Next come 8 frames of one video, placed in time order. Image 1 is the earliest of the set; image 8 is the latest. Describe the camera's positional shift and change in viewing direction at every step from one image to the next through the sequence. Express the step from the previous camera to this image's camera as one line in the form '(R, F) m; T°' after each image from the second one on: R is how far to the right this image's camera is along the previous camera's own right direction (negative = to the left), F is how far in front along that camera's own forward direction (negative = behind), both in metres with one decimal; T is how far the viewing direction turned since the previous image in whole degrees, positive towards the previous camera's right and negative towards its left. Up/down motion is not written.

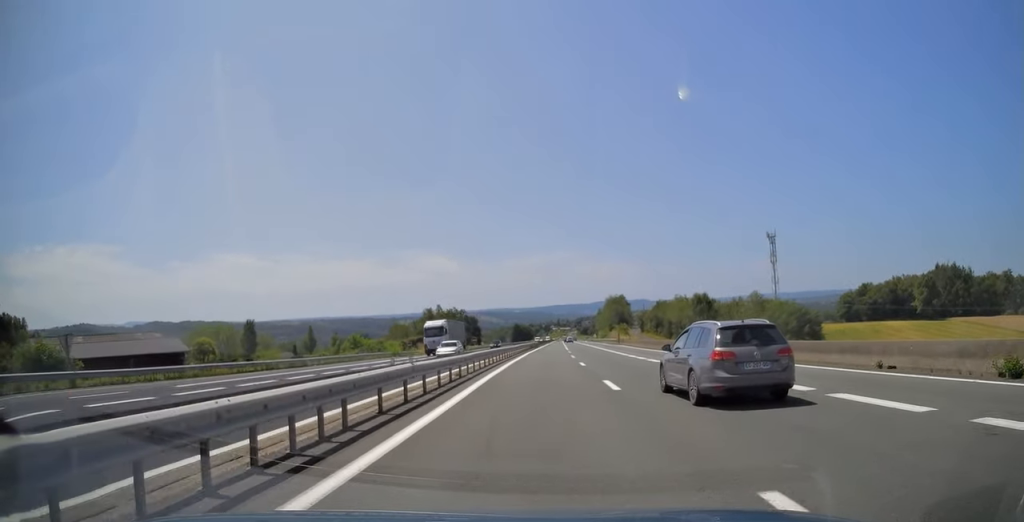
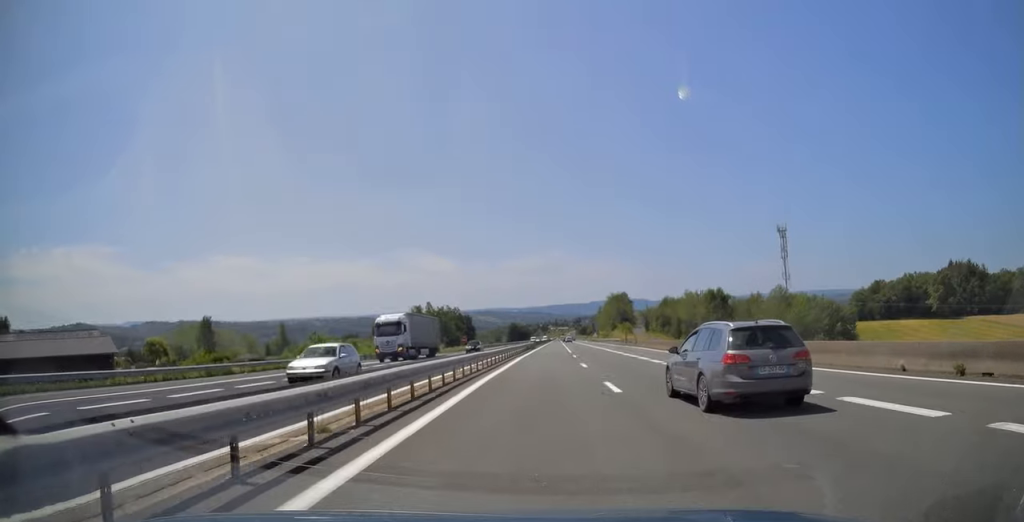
(+0.1, +13.5) m; 0°
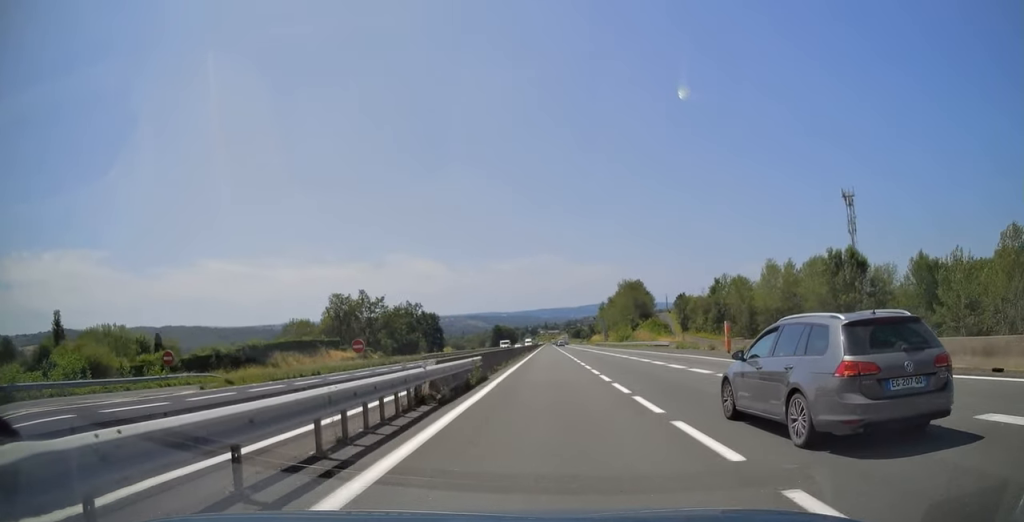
(+0.8, +60.4) m; +1°
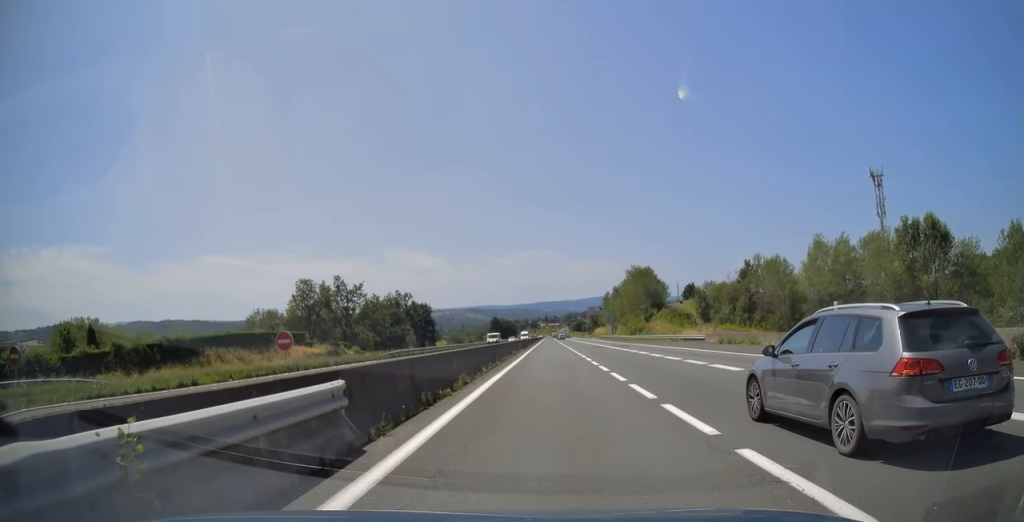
(0.0, +16.0) m; 0°
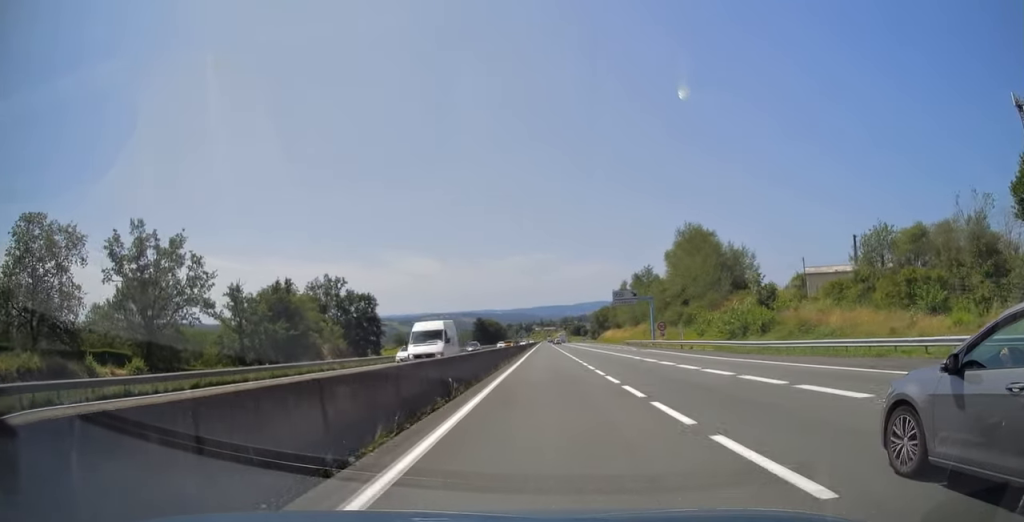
(+0.5, +60.0) m; 0°
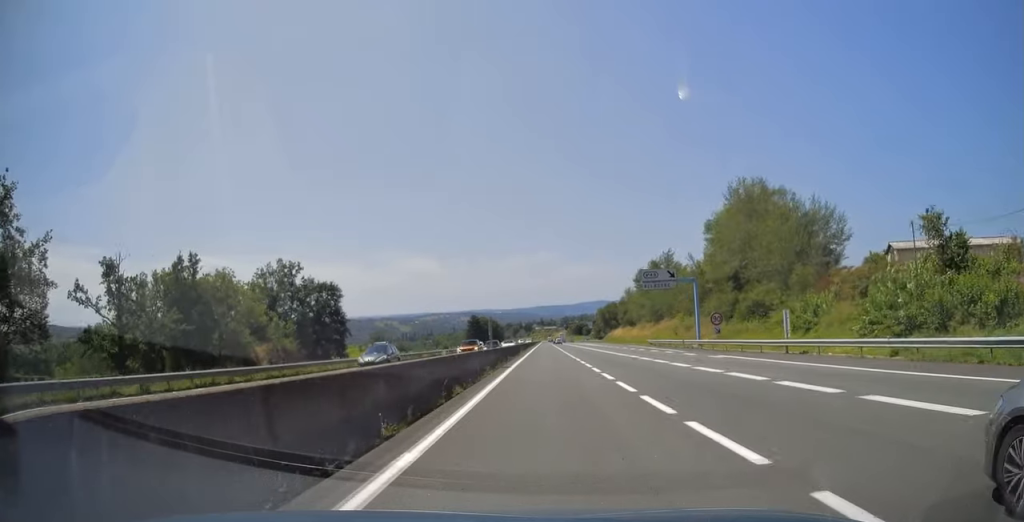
(-0.1, +24.9) m; 0°
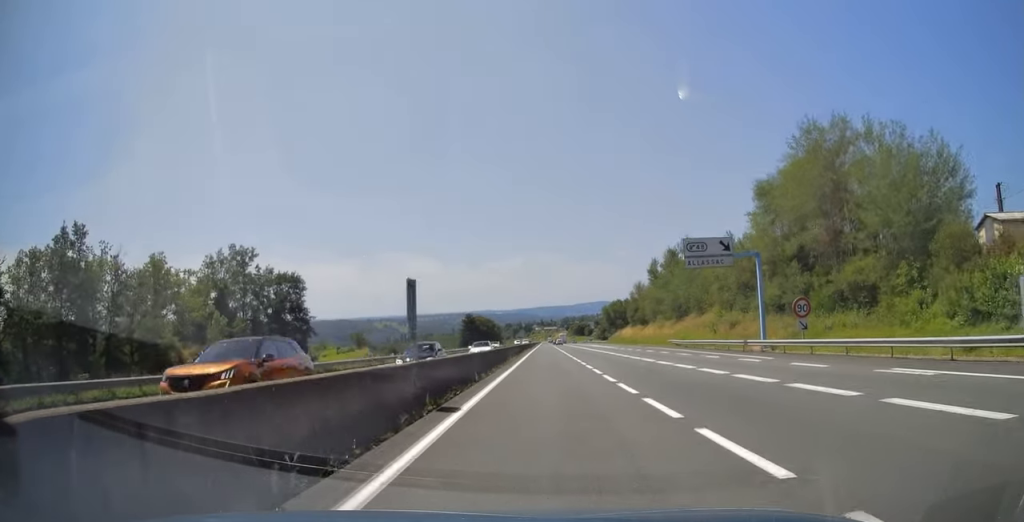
(0.0, +18.2) m; 0°
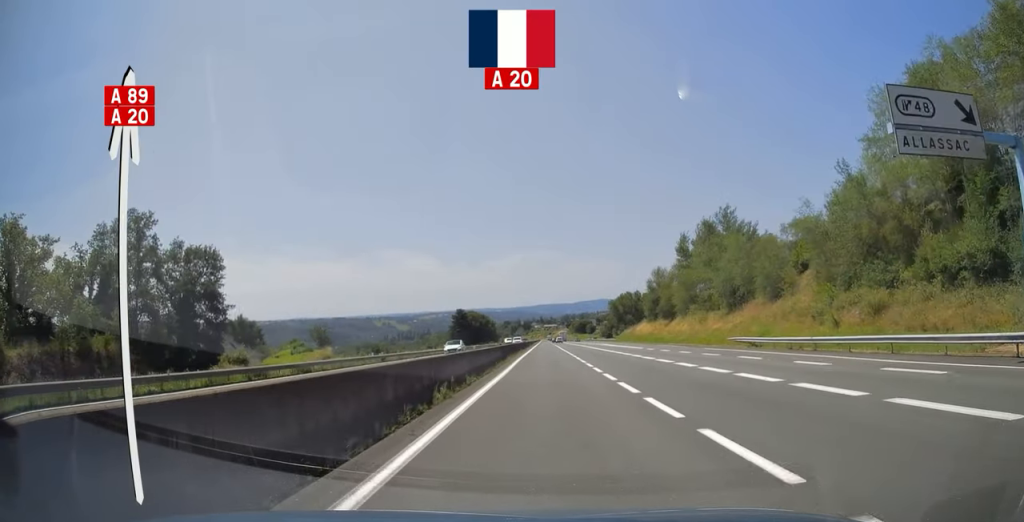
(+0.1, +26.5) m; 0°
